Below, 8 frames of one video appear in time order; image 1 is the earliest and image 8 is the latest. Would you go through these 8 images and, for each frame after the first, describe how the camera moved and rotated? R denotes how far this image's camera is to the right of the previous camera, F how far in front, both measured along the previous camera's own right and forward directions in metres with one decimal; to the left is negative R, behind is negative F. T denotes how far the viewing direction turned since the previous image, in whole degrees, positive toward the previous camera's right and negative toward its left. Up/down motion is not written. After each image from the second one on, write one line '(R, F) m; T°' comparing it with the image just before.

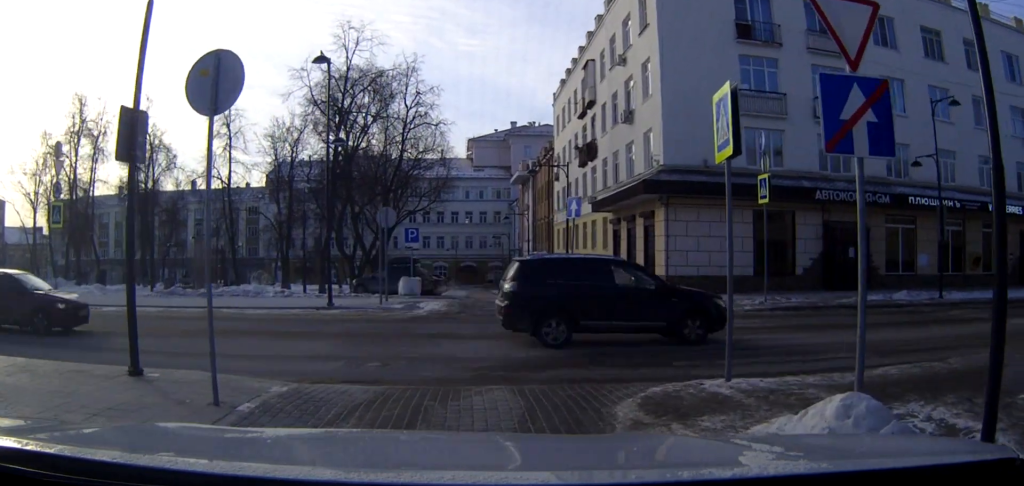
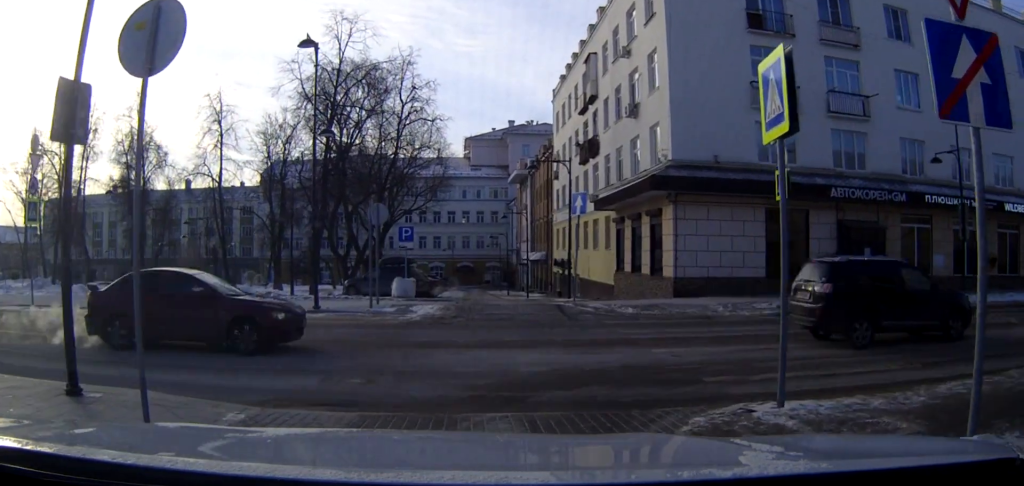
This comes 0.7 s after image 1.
(0.0, +1.8) m; +1°
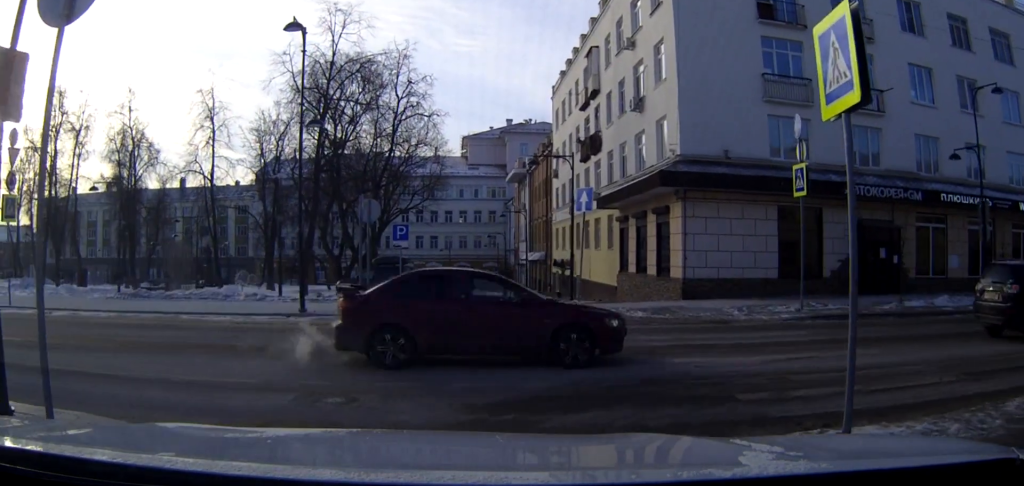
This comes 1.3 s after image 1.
(0.0, +1.6) m; +1°
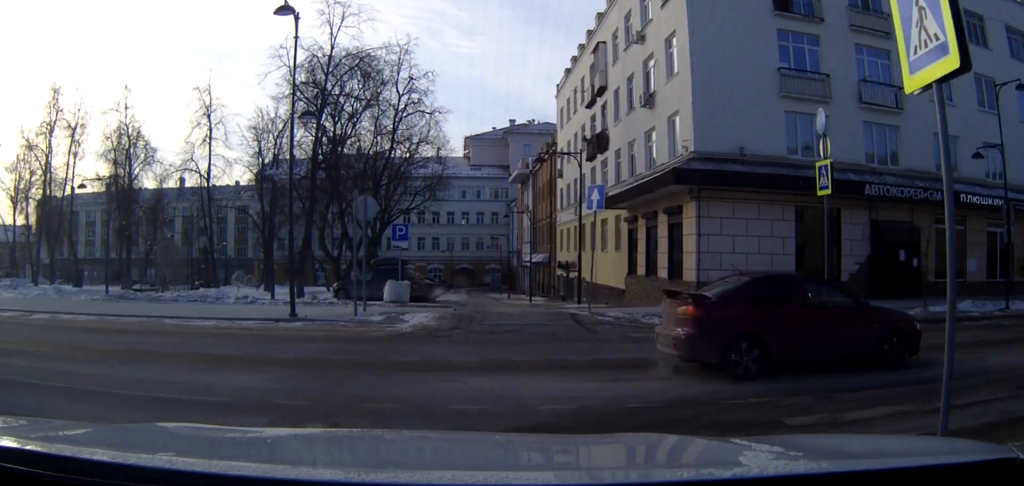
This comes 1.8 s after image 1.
(0.0, +1.4) m; +1°
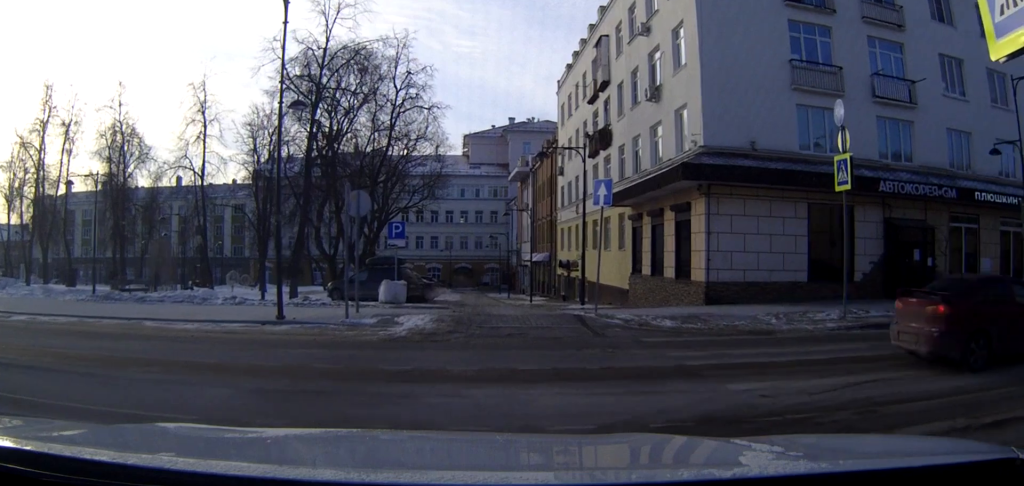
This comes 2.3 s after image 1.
(0.0, +1.2) m; +1°
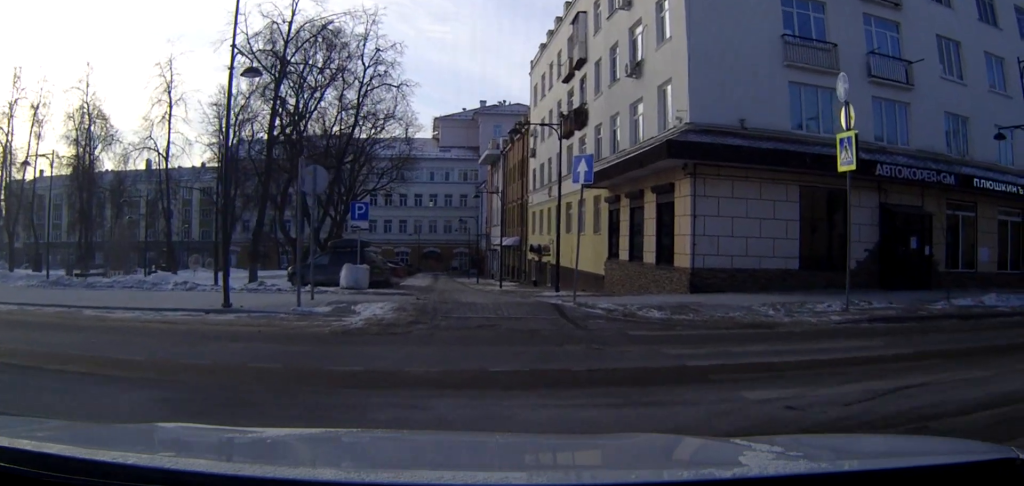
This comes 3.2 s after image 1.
(0.0, +2.0) m; +4°
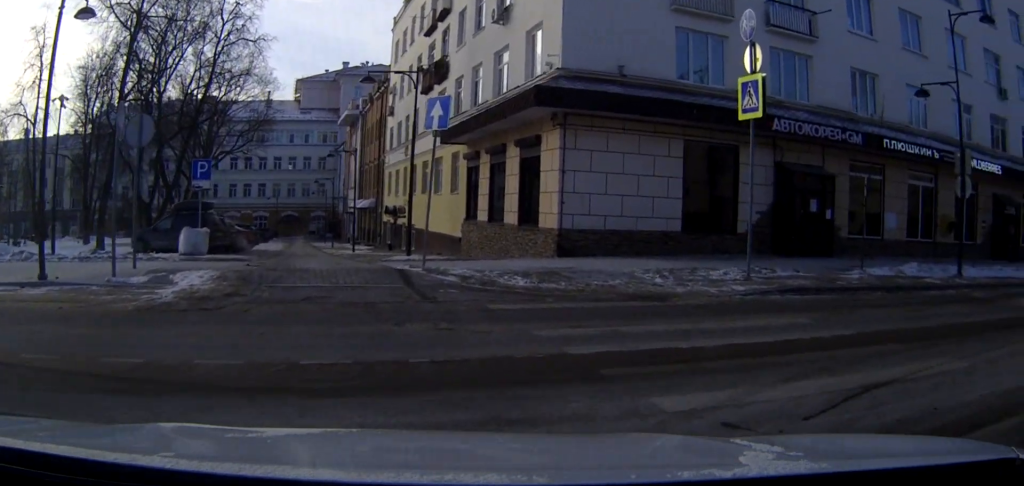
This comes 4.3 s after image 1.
(+0.2, +2.4) m; +13°
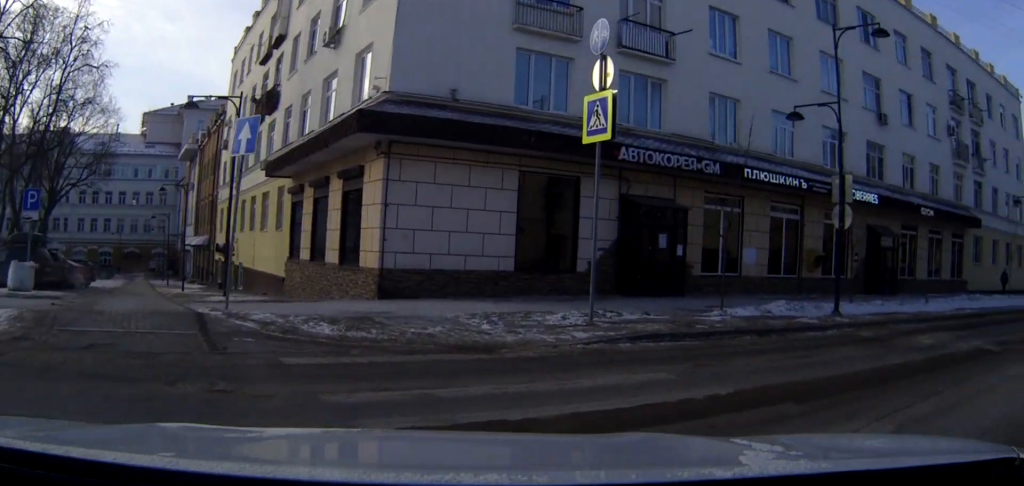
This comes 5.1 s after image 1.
(+0.2, +1.6) m; +15°
